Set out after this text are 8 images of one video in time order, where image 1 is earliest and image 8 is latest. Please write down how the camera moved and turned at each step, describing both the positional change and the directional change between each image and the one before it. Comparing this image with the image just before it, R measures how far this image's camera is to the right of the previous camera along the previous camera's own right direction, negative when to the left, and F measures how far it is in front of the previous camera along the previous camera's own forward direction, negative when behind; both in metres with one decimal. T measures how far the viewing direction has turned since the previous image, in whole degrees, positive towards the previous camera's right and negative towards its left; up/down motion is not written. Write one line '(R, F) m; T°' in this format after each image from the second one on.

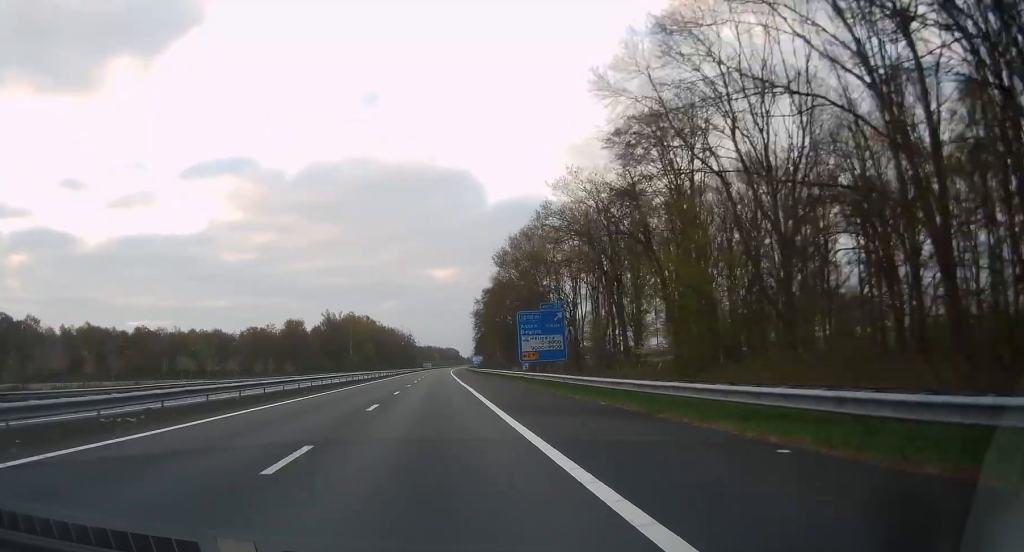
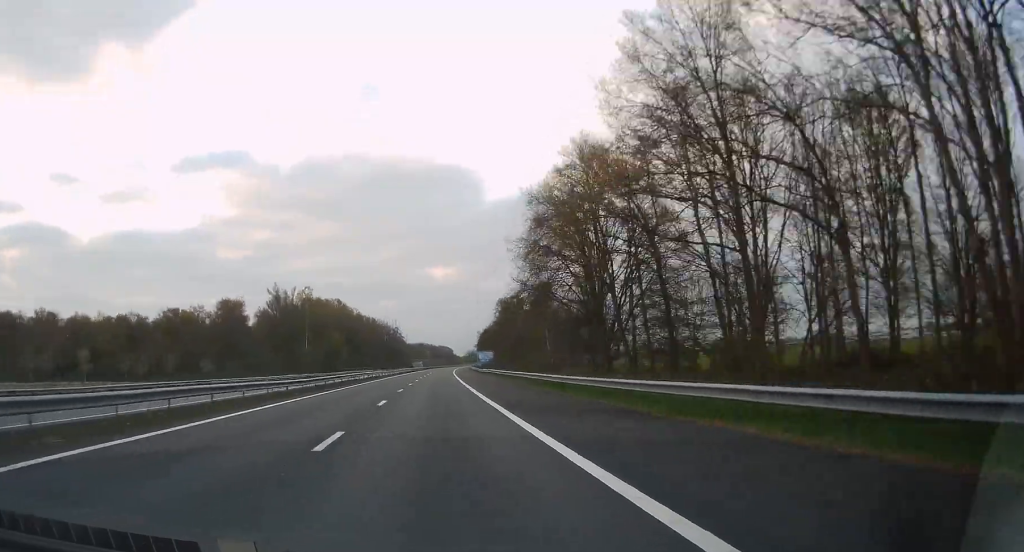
(-0.2, +71.0) m; 0°
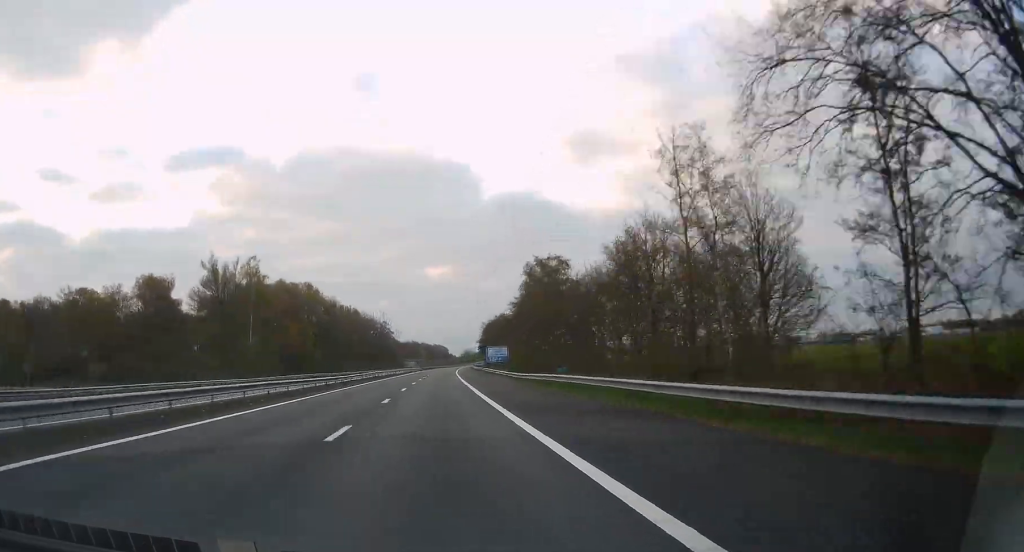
(+0.1, +47.4) m; 0°
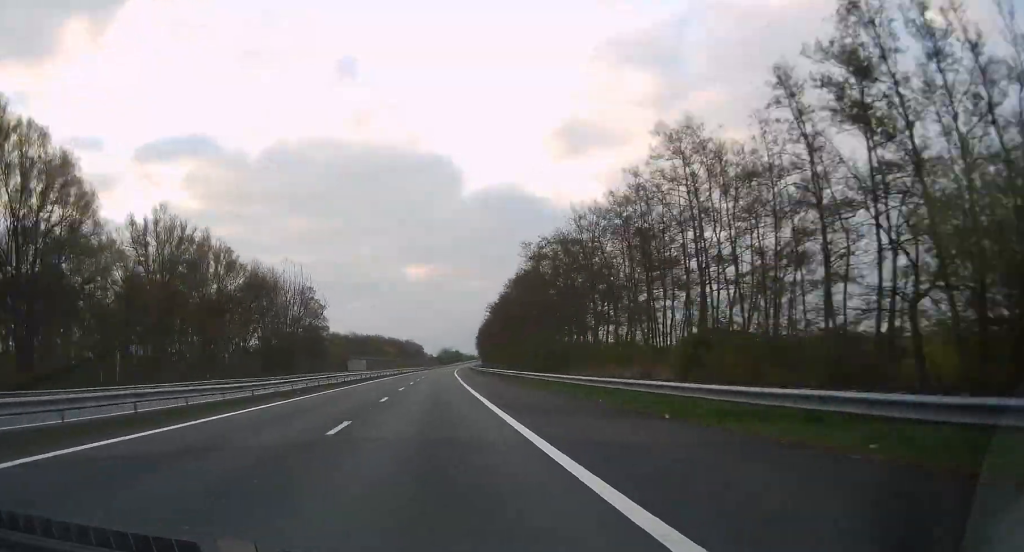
(+2.2, +135.8) m; +2°
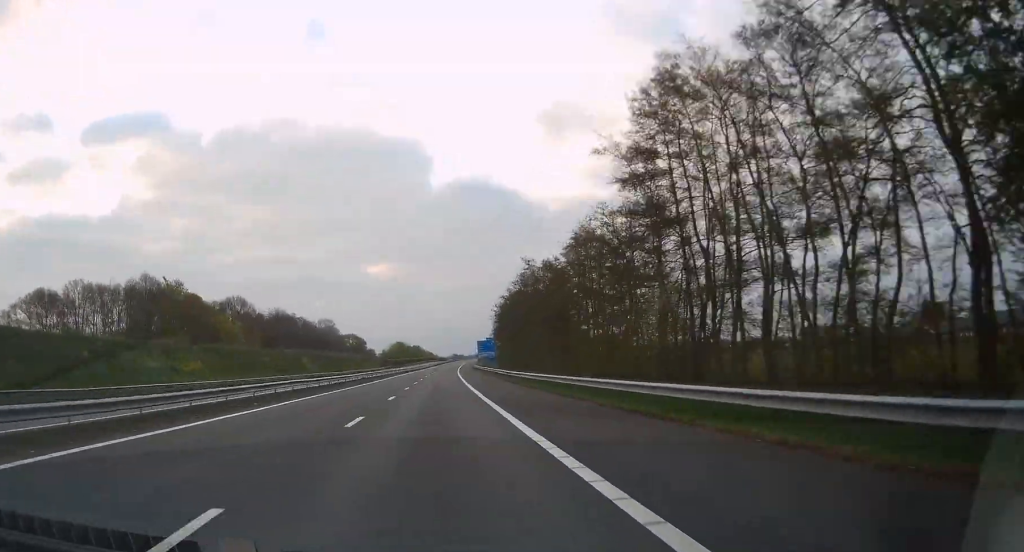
(+6.6, +216.1) m; +4°
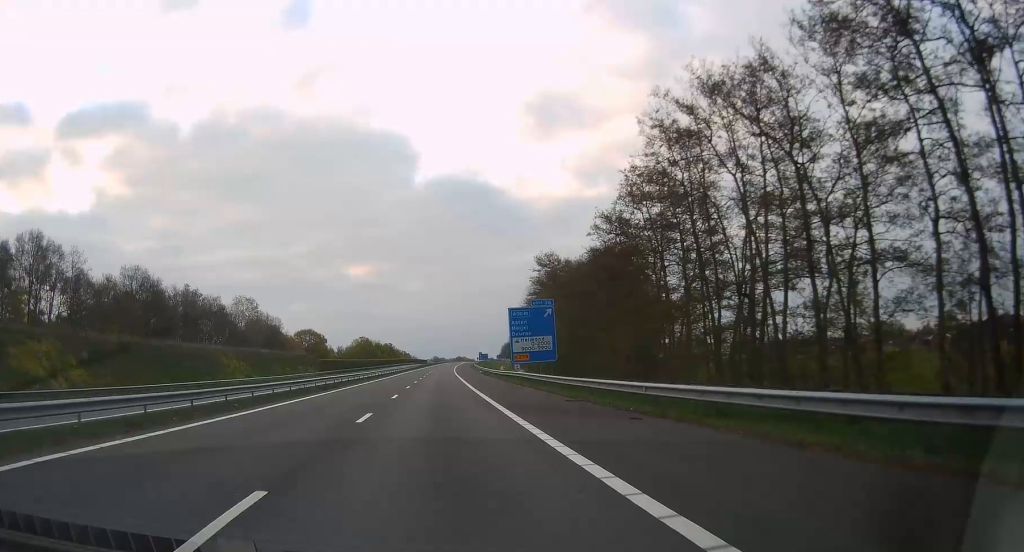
(+0.3, +96.2) m; +1°
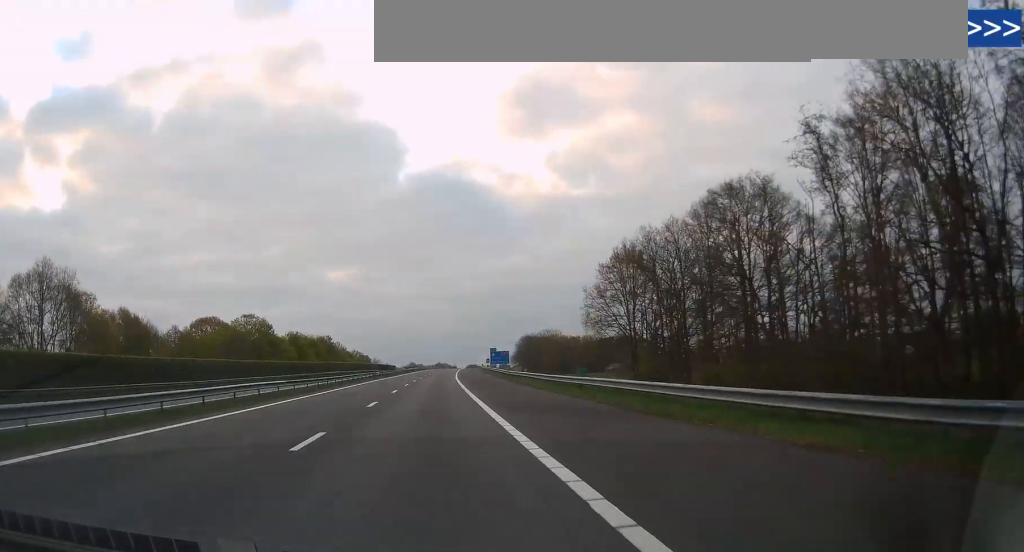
(+3.7, +154.5) m; +2°
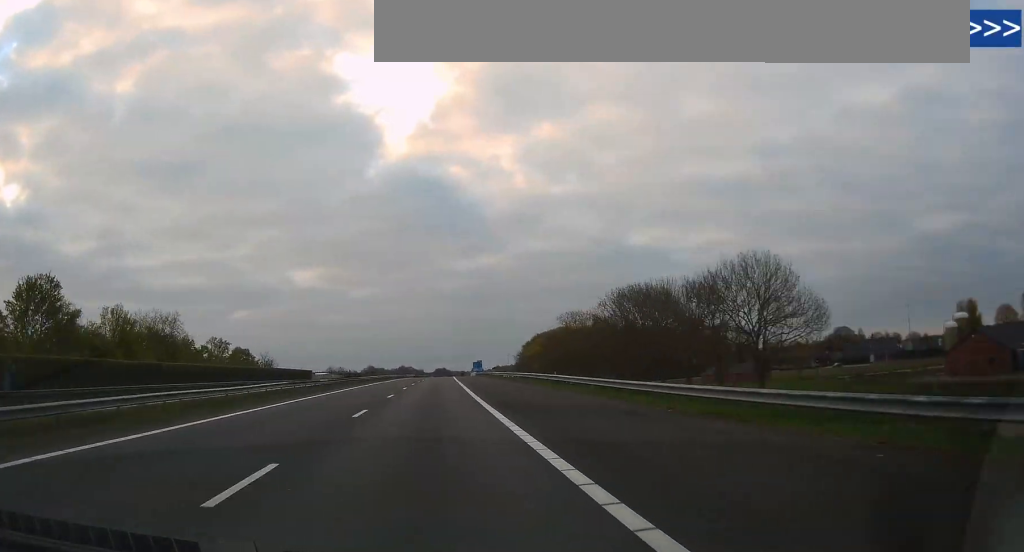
(+2.5, +130.4) m; +2°
